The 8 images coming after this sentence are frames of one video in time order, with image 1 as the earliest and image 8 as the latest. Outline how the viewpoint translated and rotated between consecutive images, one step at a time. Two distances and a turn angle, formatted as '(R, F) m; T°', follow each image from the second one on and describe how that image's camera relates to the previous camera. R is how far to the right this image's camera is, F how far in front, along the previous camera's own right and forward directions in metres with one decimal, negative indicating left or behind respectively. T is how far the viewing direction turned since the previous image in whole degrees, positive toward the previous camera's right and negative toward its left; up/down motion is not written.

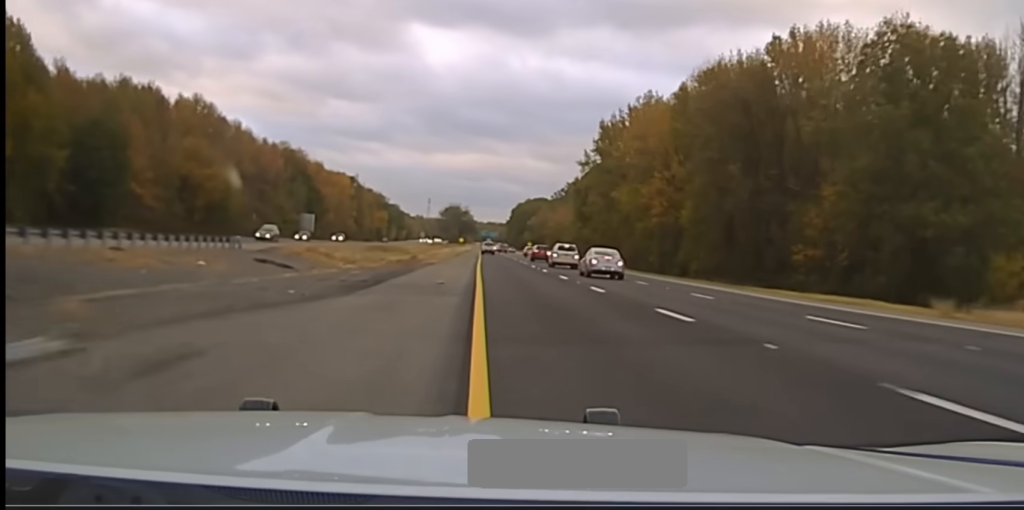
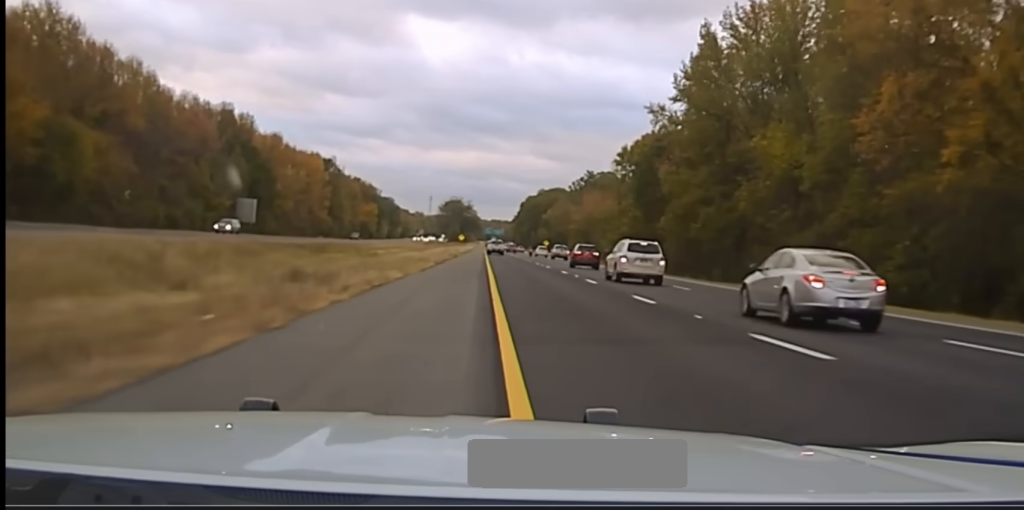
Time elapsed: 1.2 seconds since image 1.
(-0.1, +68.3) m; 0°
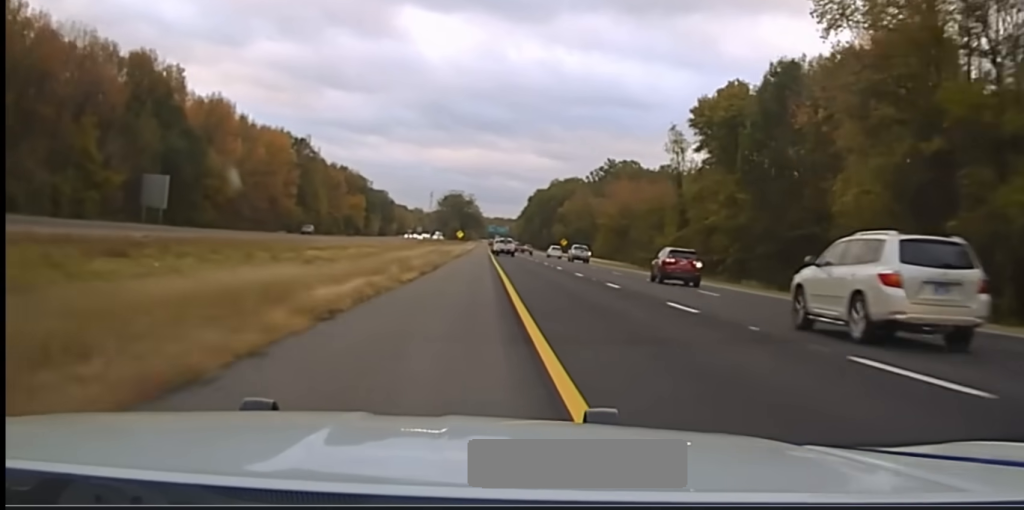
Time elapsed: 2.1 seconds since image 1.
(-0.3, +52.9) m; 0°
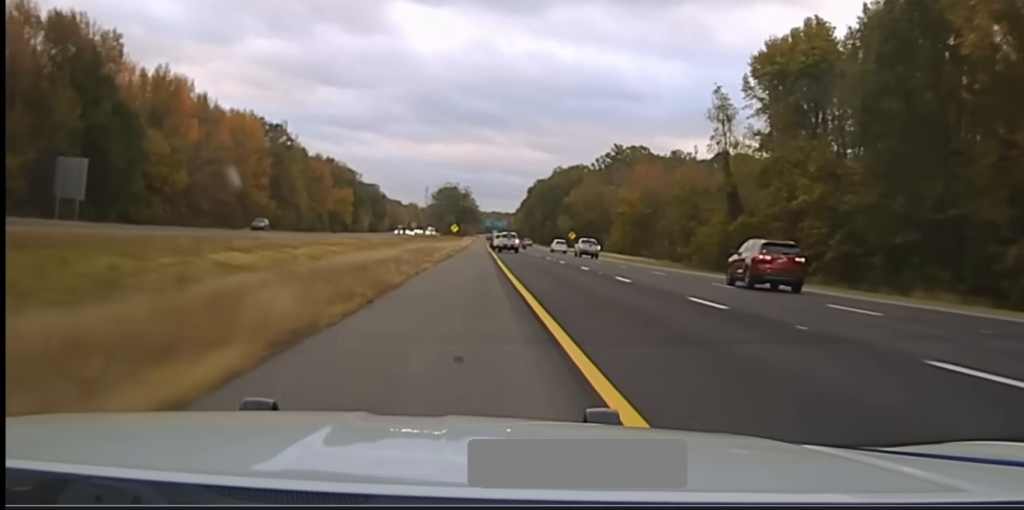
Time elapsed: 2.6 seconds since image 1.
(-0.1, +26.5) m; 0°
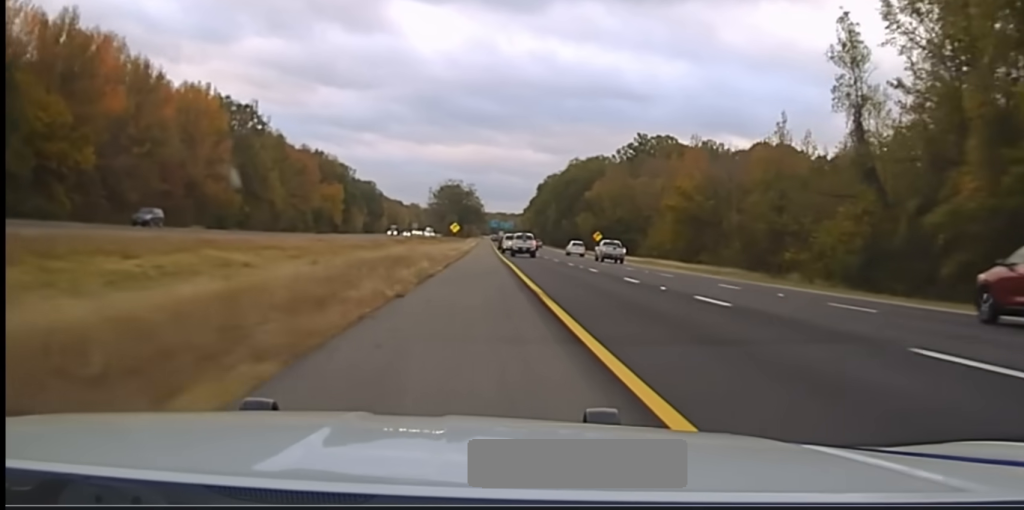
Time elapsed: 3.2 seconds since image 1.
(0.0, +35.8) m; 0°
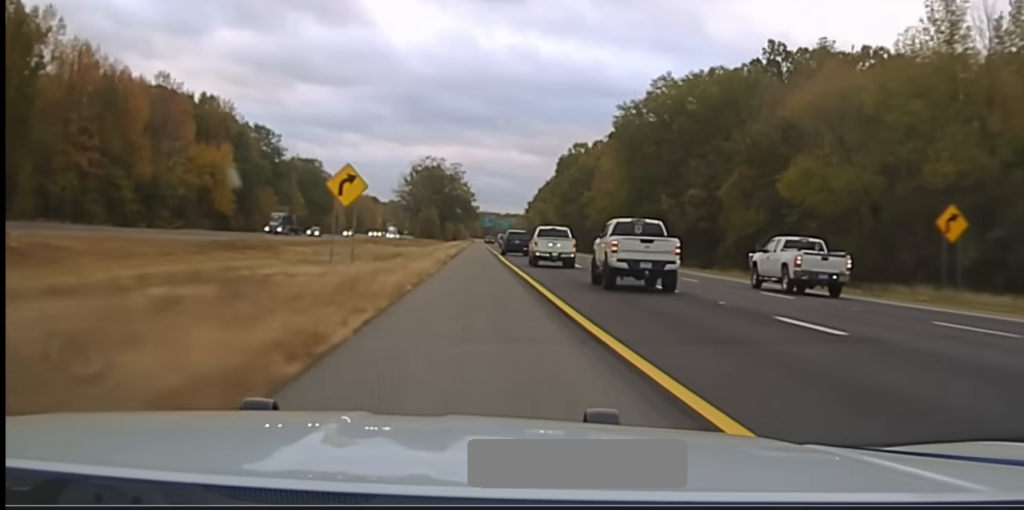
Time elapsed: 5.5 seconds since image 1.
(+0.4, +129.8) m; 0°
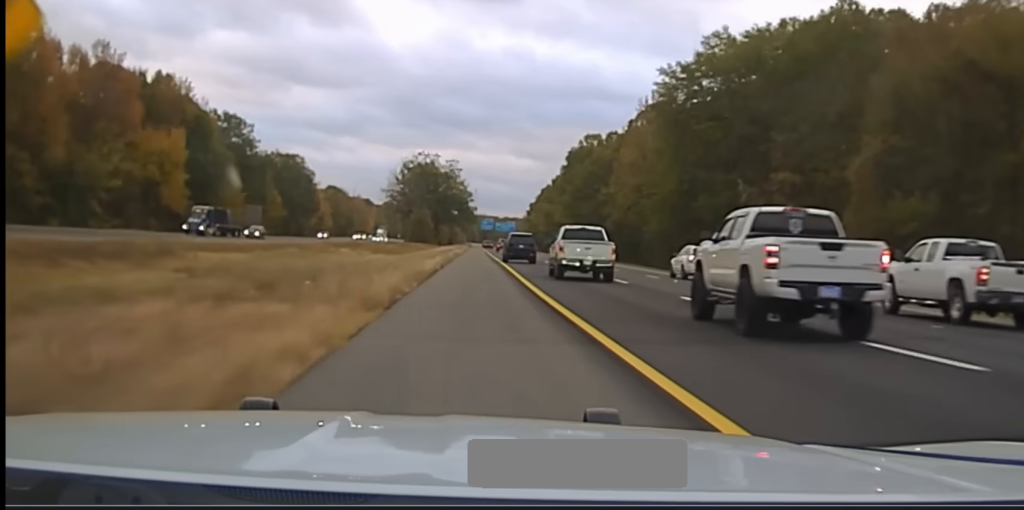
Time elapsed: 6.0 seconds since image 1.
(+0.2, +27.7) m; 0°
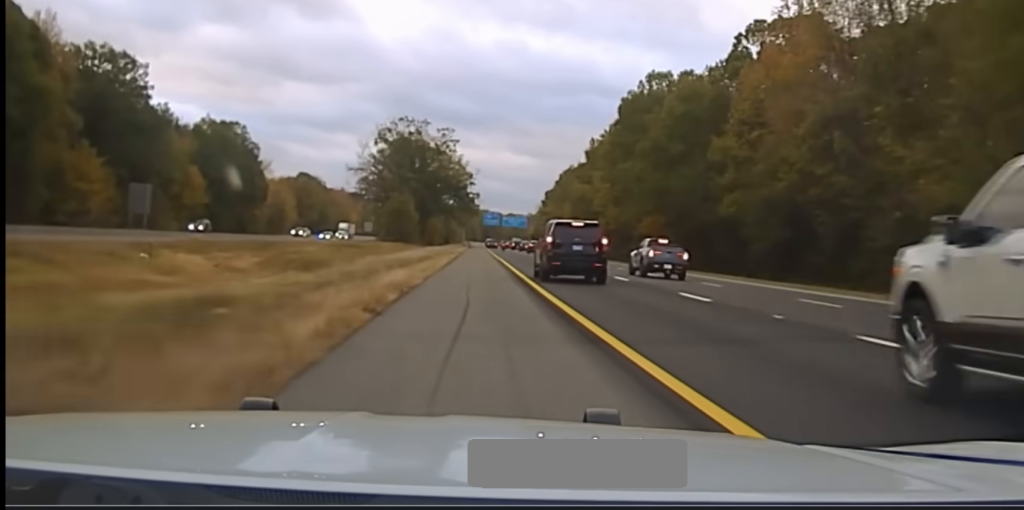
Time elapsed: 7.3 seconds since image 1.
(-0.6, +74.0) m; 0°
